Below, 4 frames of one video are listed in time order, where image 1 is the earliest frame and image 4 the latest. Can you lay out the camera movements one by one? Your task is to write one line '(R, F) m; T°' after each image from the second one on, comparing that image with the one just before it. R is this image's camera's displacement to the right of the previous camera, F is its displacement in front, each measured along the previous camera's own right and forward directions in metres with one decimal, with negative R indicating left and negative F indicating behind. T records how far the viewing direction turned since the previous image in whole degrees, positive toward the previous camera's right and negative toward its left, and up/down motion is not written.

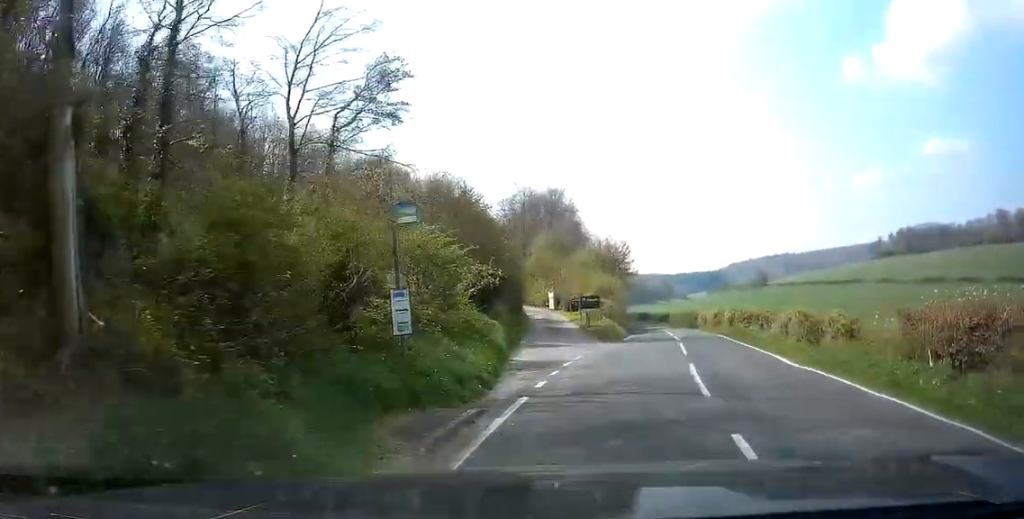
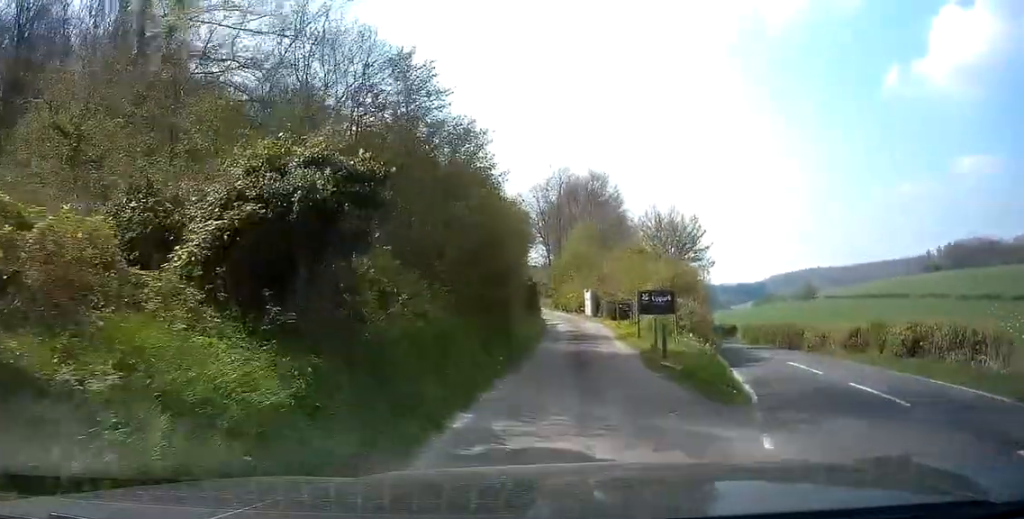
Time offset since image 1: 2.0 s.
(+1.1, +25.0) m; +3°
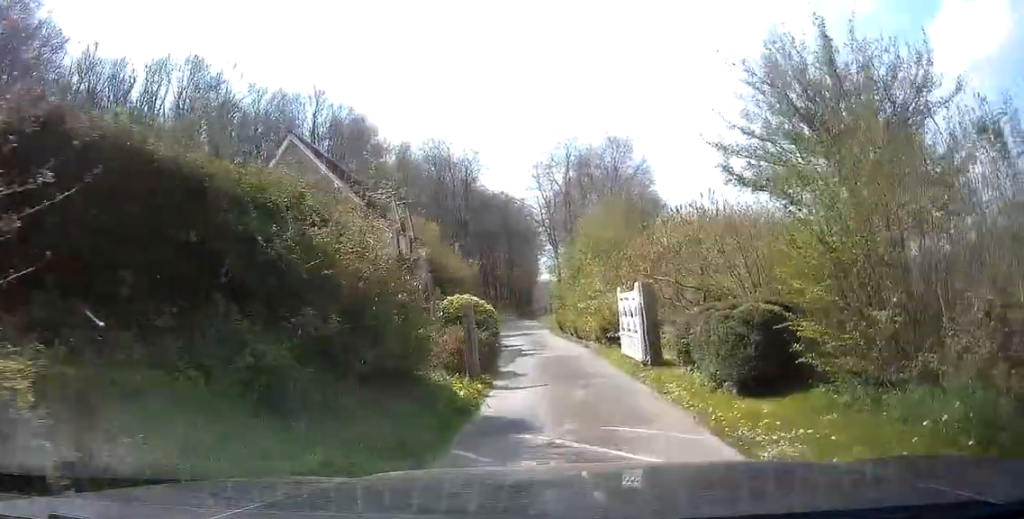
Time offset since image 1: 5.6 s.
(-4.6, +38.6) m; -23°
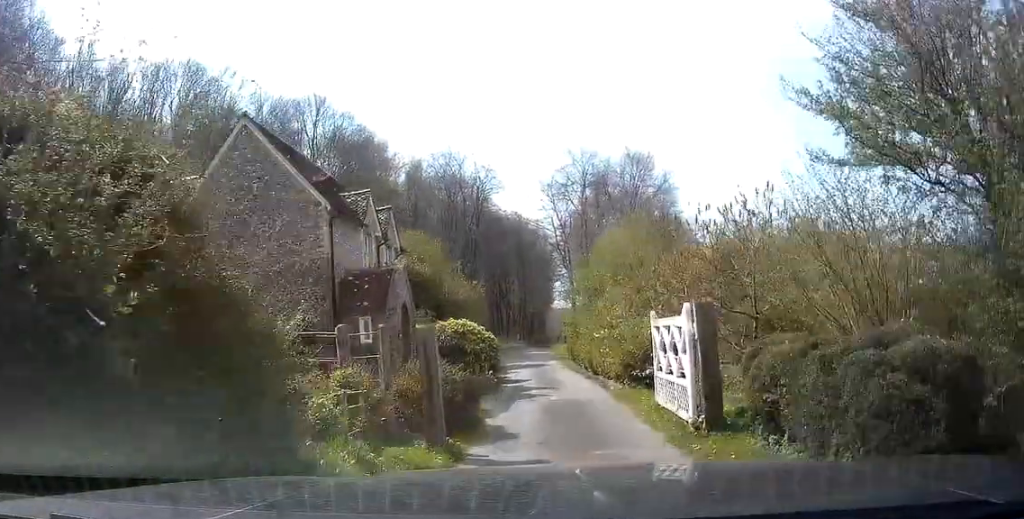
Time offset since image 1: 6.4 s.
(-1.0, +8.2) m; -6°
